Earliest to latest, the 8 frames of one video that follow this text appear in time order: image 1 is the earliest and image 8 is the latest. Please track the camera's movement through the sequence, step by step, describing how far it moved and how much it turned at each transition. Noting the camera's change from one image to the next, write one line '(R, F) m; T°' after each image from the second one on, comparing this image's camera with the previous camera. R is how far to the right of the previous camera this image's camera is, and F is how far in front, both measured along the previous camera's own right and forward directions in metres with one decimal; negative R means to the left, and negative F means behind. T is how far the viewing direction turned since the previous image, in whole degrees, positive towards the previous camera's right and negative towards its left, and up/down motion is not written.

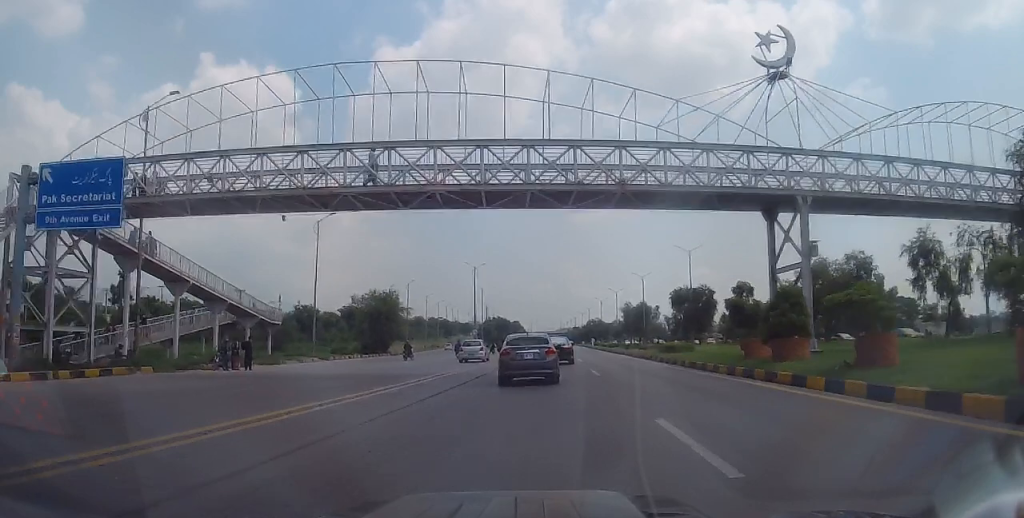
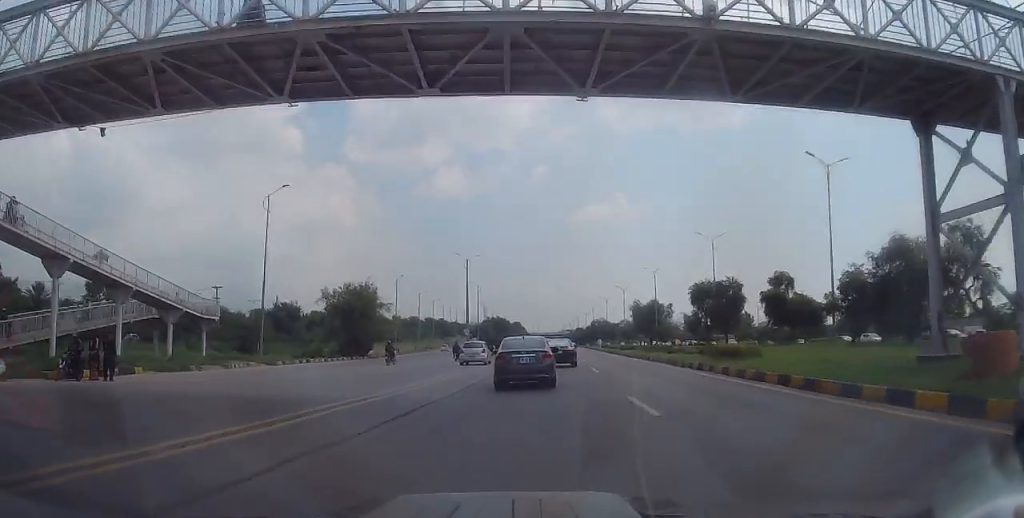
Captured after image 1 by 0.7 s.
(-0.6, +11.6) m; -1°
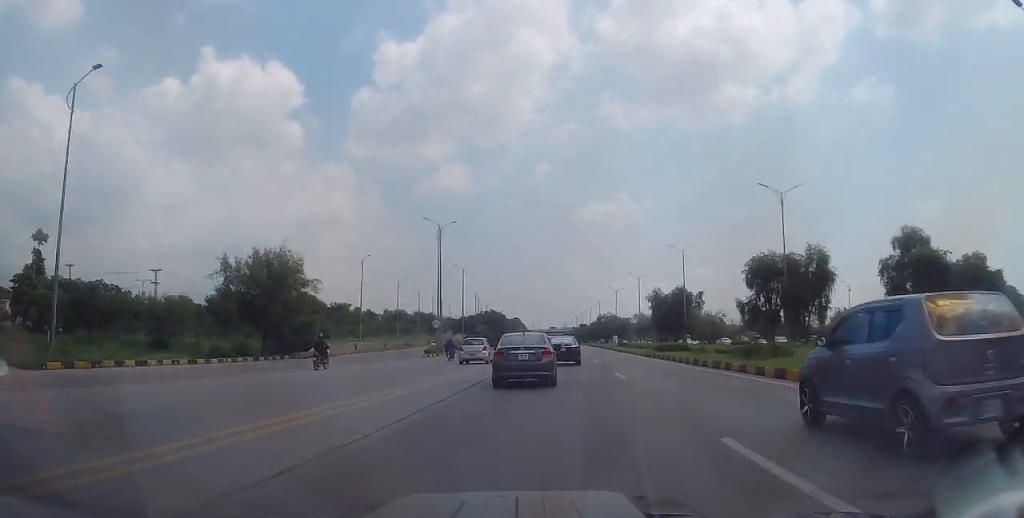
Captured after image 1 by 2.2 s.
(+0.8, +22.3) m; +2°
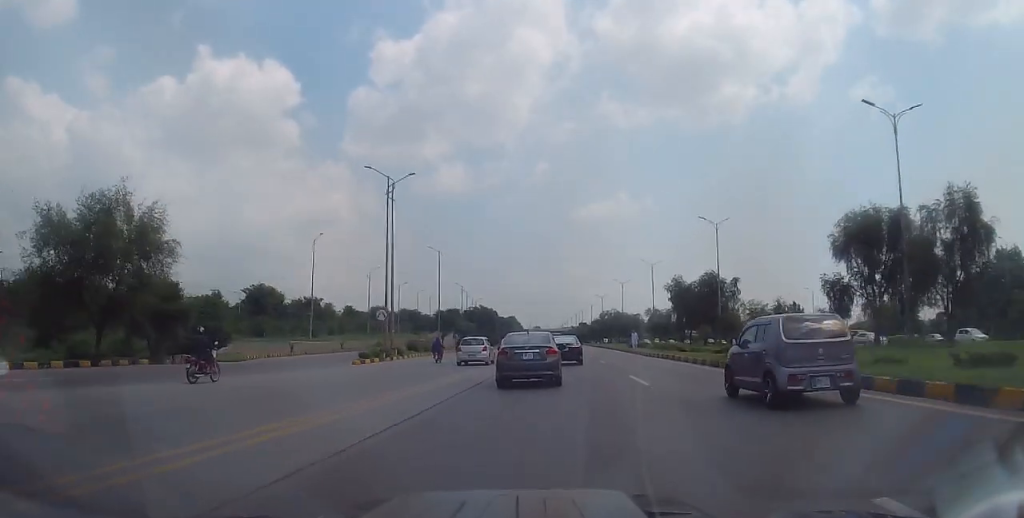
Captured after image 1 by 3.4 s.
(0.0, +19.0) m; -1°
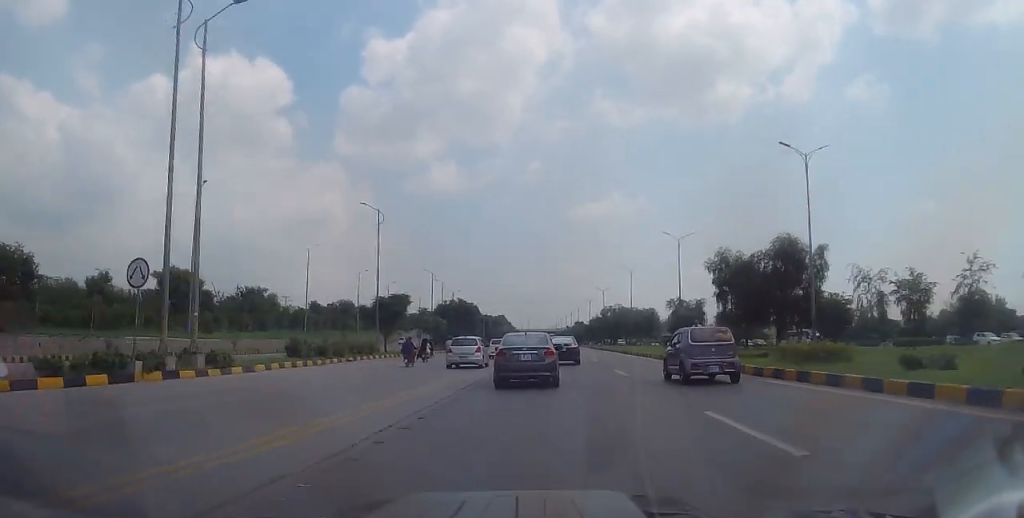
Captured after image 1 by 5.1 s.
(-0.2, +25.9) m; 0°
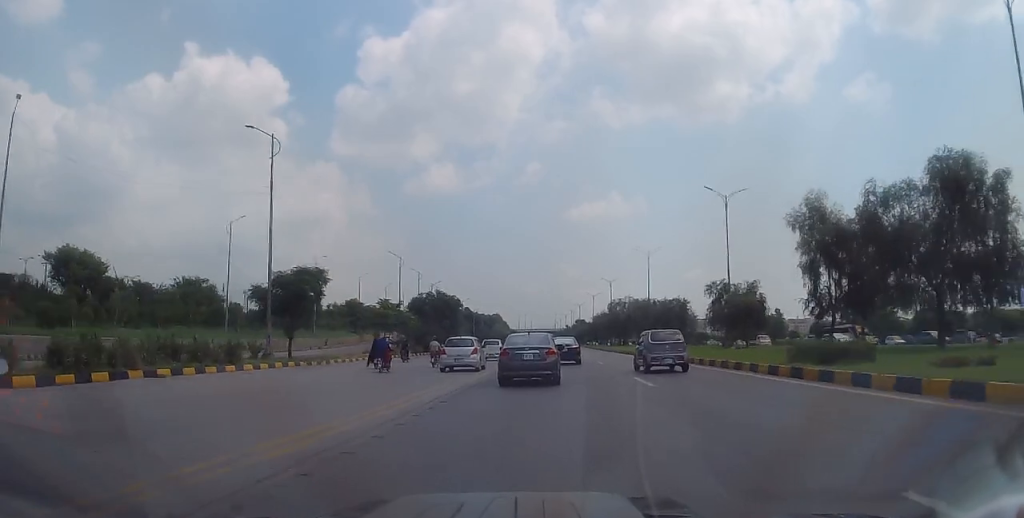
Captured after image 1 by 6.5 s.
(+0.1, +21.4) m; +2°
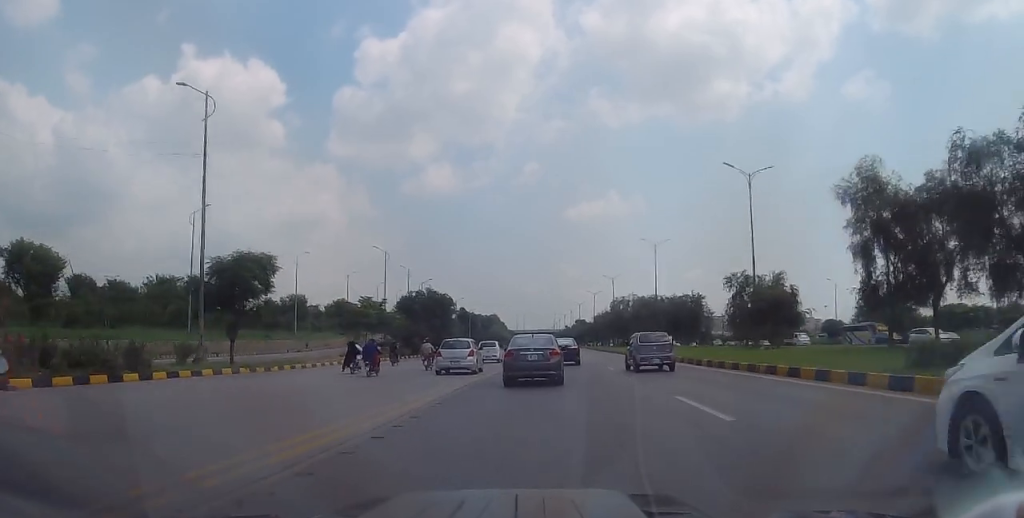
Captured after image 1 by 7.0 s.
(+0.1, +7.2) m; +1°
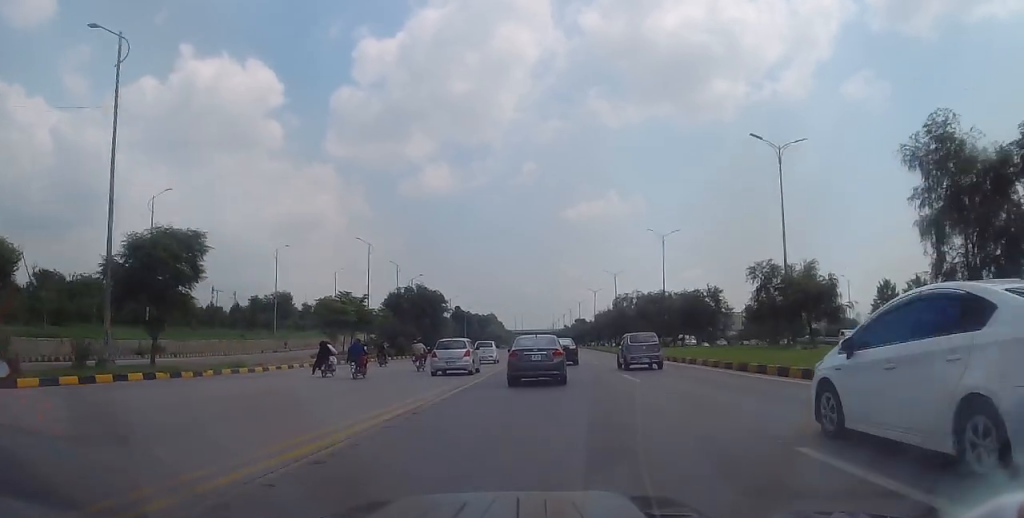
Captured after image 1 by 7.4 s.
(+0.3, +6.7) m; 0°
